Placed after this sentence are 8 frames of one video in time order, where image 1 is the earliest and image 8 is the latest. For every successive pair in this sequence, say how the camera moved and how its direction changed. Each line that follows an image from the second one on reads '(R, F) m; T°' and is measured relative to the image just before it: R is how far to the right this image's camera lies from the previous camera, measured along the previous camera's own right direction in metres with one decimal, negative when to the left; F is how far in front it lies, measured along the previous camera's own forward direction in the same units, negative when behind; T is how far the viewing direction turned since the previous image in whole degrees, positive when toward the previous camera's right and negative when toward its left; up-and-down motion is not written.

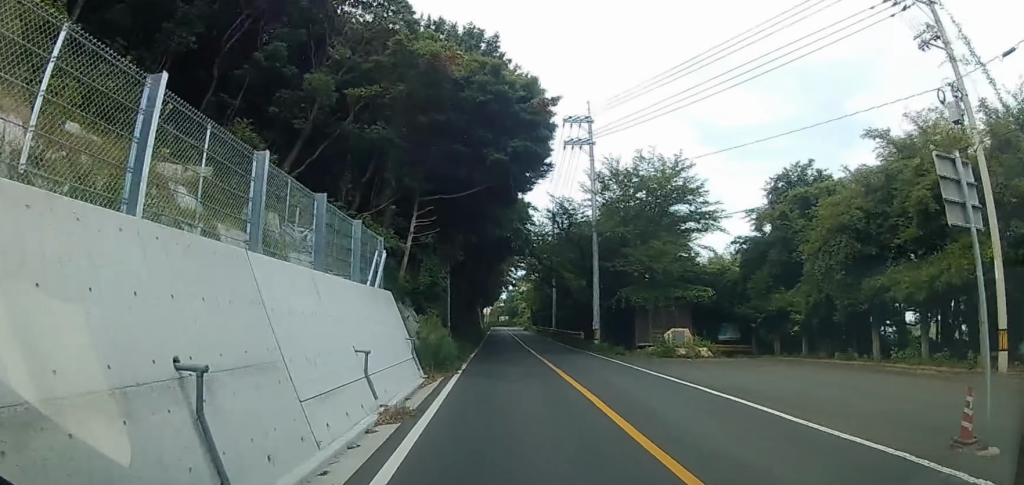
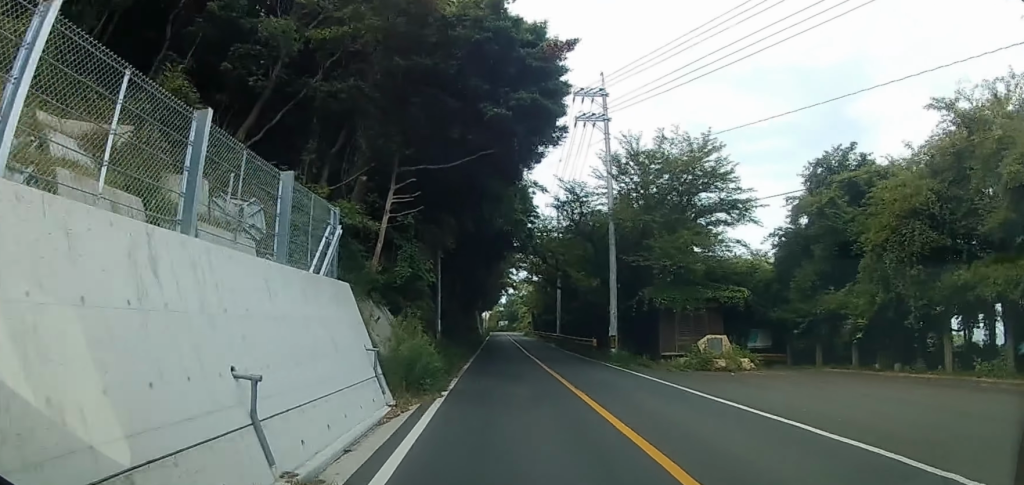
(0.0, +5.1) m; 0°
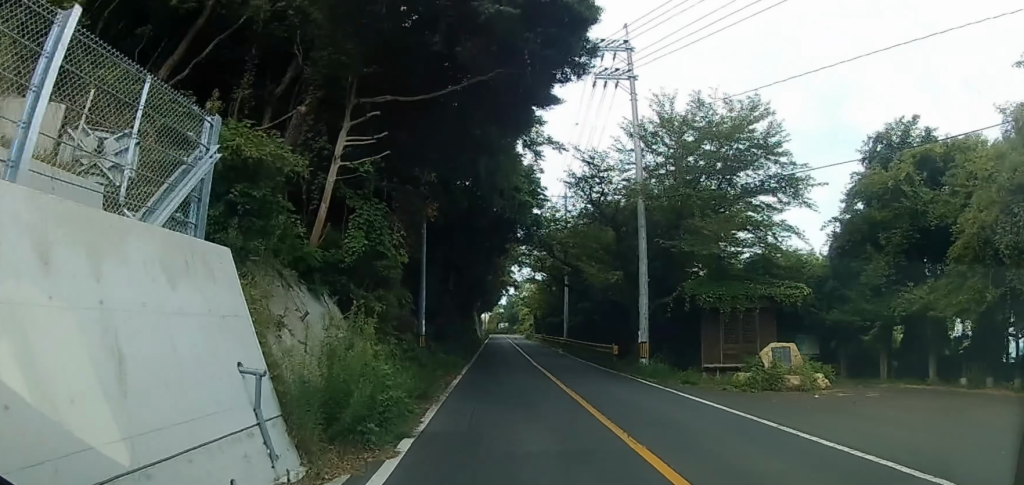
(-0.2, +5.5) m; 0°
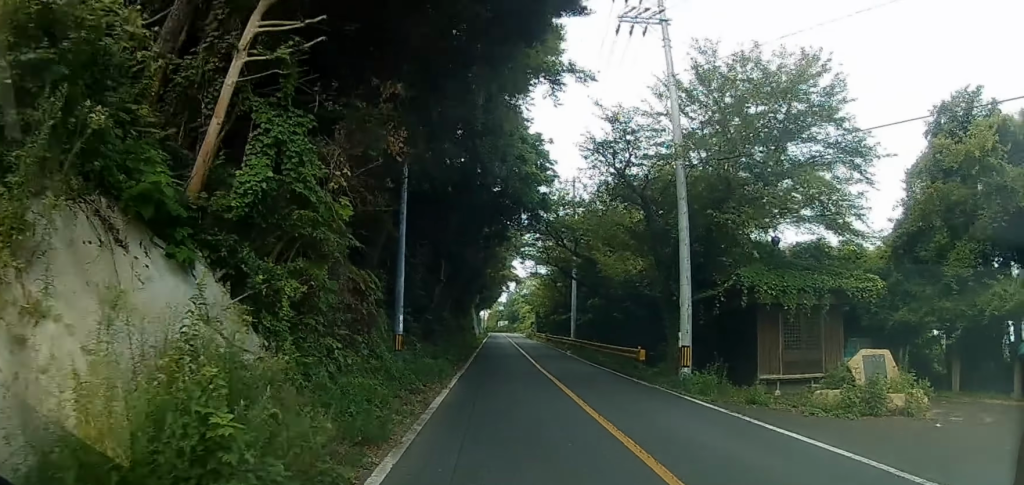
(0.0, +5.1) m; 0°
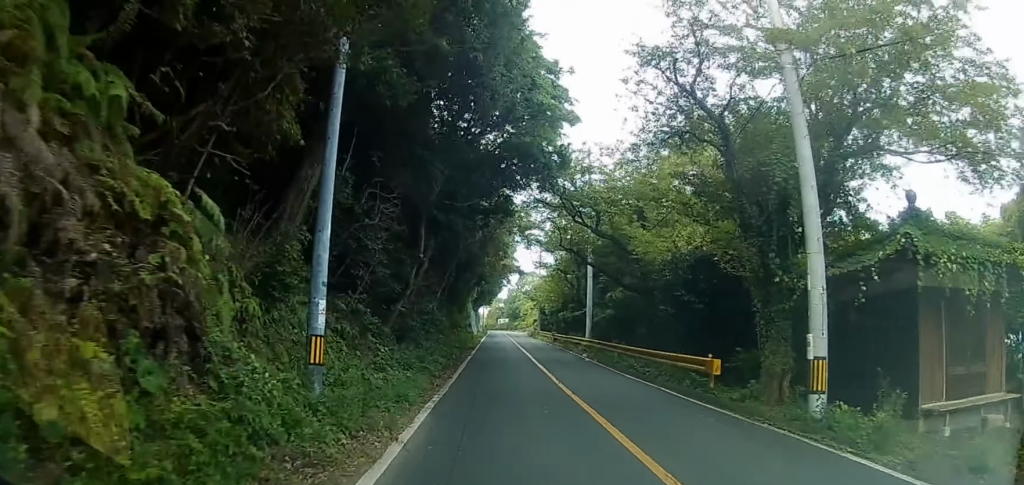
(+0.2, +7.8) m; +1°
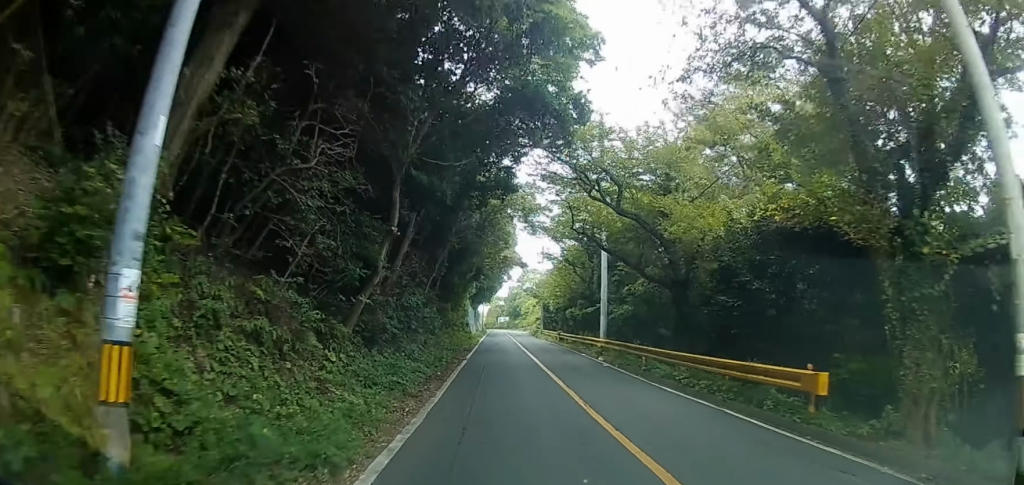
(0.0, +4.9) m; 0°
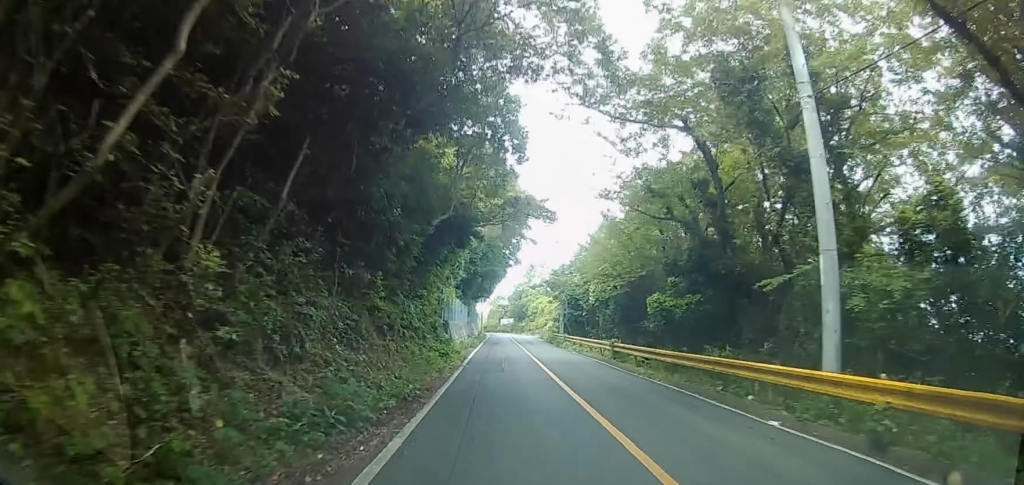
(0.0, +20.6) m; -3°
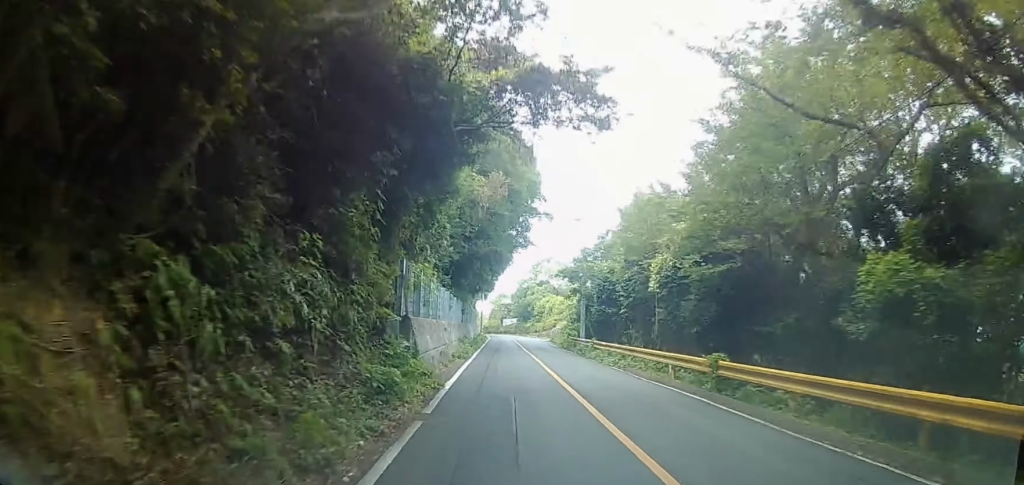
(-0.6, +11.2) m; -2°
